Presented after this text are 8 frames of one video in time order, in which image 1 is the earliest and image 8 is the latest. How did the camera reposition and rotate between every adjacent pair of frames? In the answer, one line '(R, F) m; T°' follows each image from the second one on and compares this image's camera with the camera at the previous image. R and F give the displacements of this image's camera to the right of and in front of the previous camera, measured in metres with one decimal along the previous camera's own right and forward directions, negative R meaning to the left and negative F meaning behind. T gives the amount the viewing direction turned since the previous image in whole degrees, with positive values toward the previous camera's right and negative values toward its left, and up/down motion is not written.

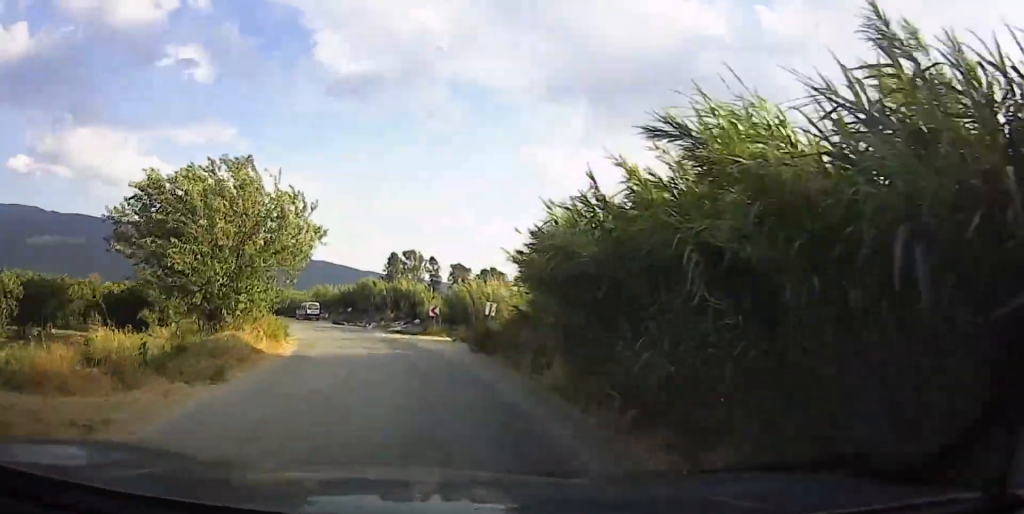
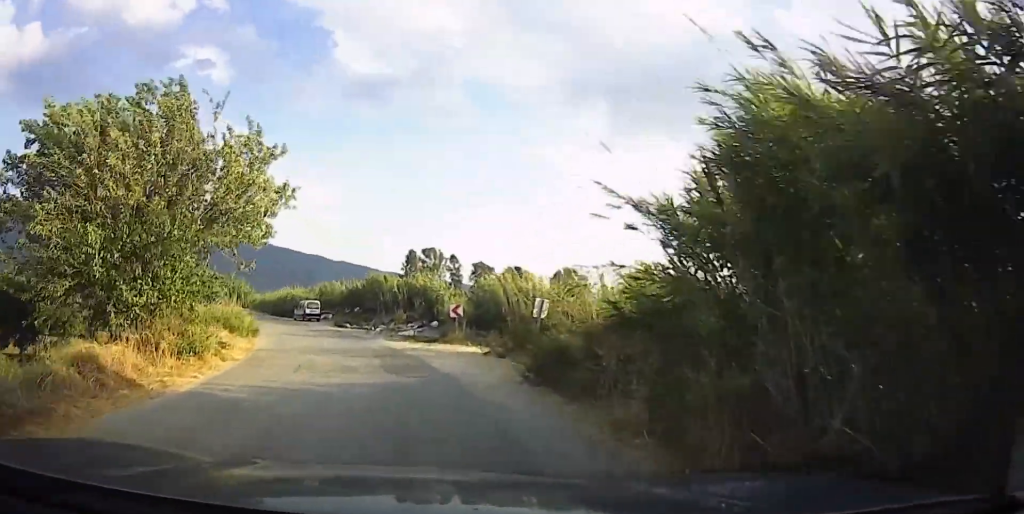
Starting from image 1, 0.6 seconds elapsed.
(-0.6, +9.1) m; -4°
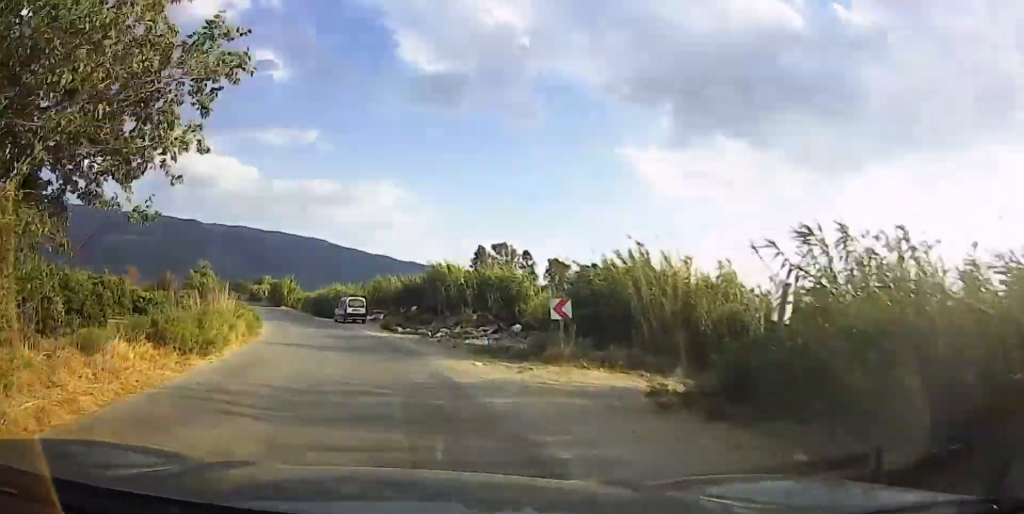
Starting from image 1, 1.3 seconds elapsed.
(-0.2, +10.7) m; -1°
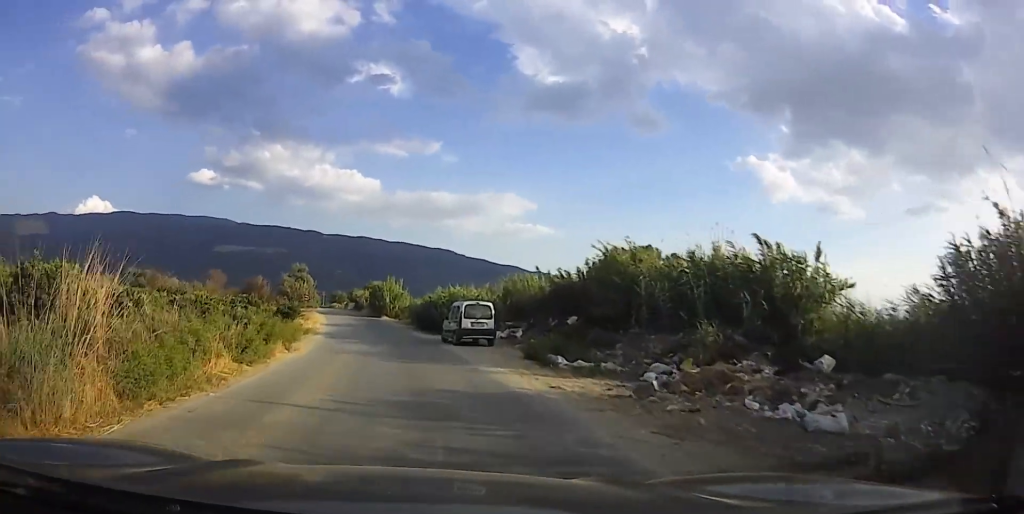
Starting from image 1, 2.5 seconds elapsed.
(0.0, +15.5) m; 0°
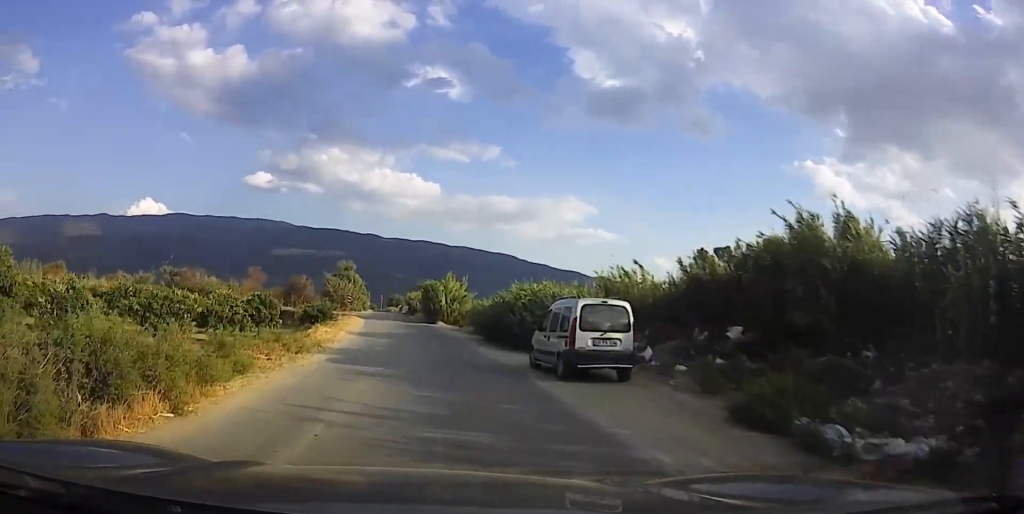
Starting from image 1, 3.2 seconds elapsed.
(0.0, +9.9) m; 0°
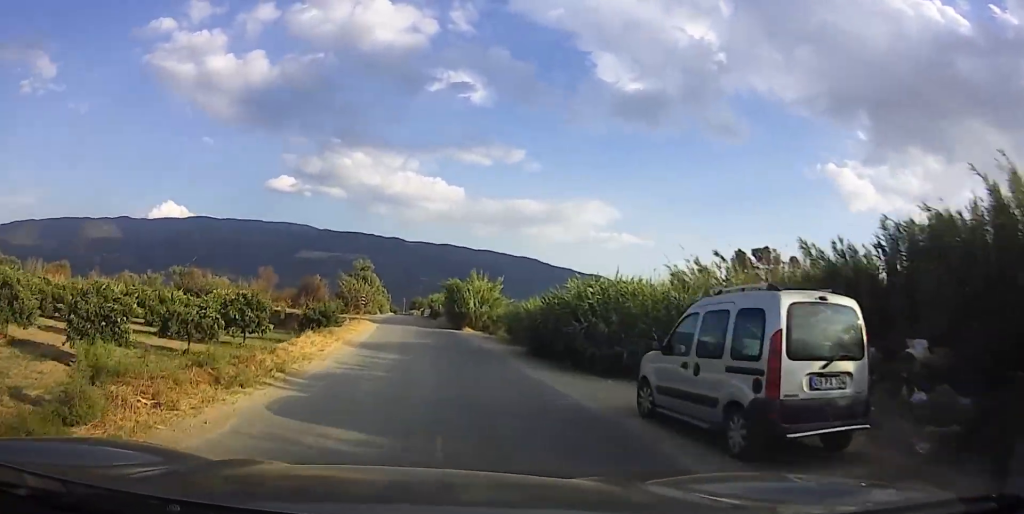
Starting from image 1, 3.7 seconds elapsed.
(0.0, +6.4) m; 0°
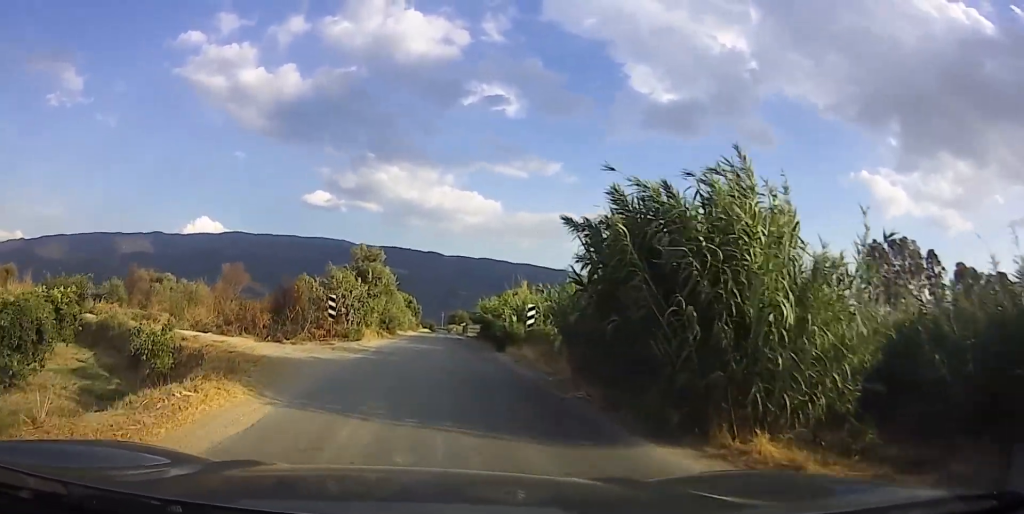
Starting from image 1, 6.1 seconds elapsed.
(-1.7, +28.3) m; -17°
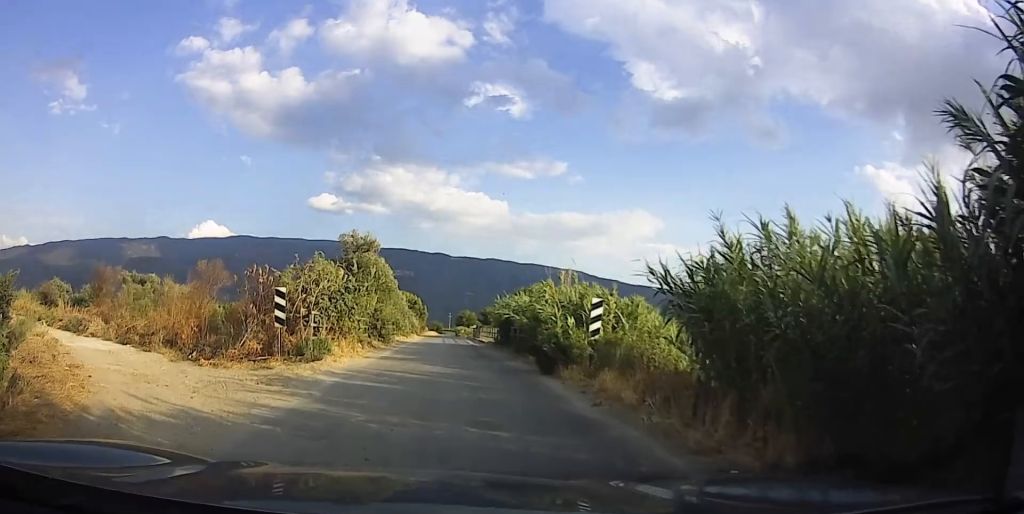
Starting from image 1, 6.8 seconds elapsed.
(-0.9, +8.1) m; -10°
